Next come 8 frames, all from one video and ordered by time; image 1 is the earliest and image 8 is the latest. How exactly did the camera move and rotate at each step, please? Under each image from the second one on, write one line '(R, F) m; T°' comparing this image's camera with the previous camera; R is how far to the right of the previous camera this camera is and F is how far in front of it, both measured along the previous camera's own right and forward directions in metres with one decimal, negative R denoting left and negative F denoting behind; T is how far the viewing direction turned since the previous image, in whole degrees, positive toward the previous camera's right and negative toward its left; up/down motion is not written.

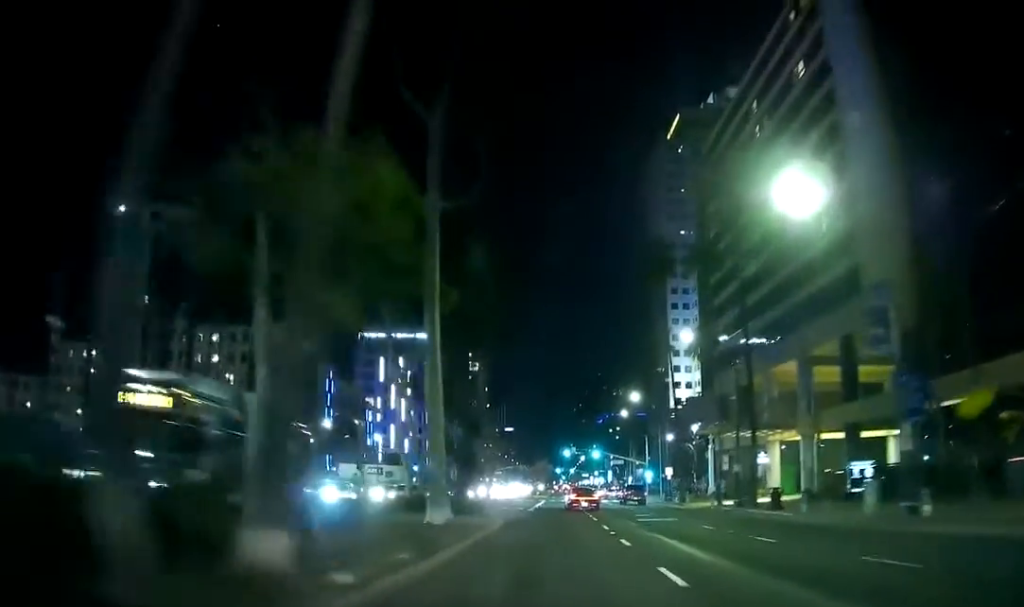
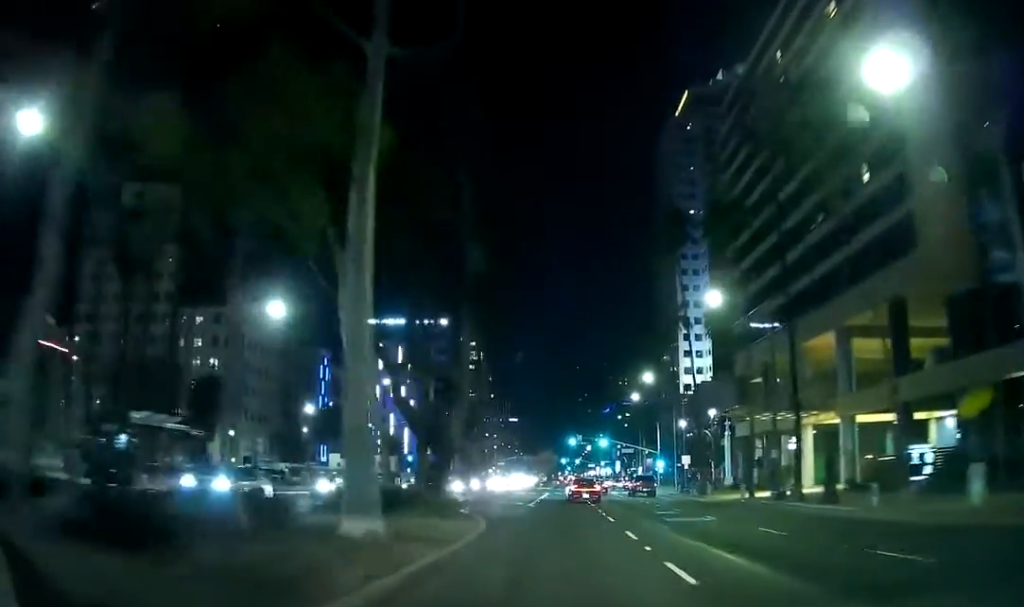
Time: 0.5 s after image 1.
(-0.1, +8.3) m; -1°
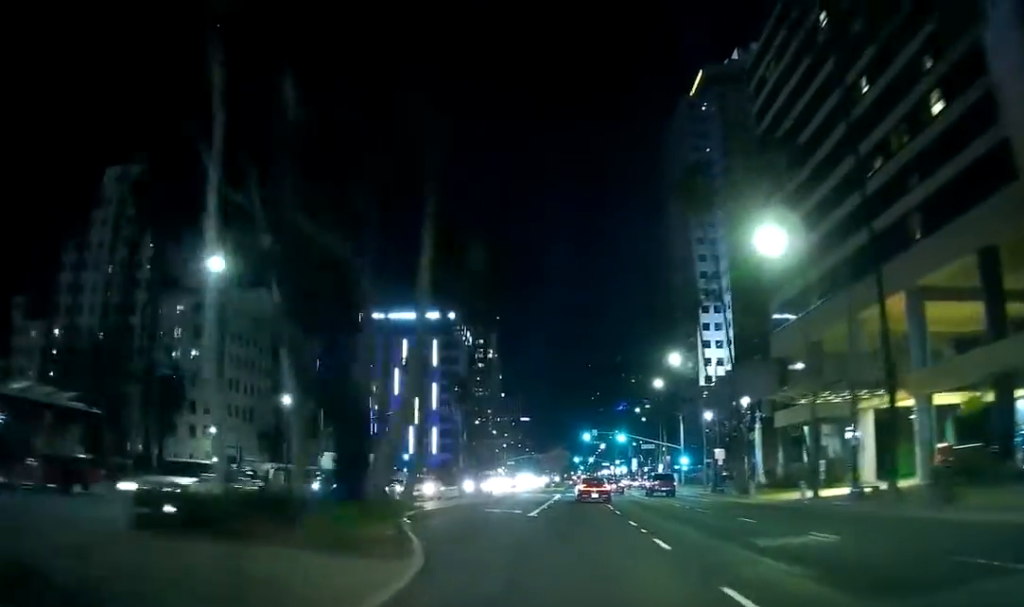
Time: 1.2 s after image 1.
(+0.1, +10.4) m; -1°
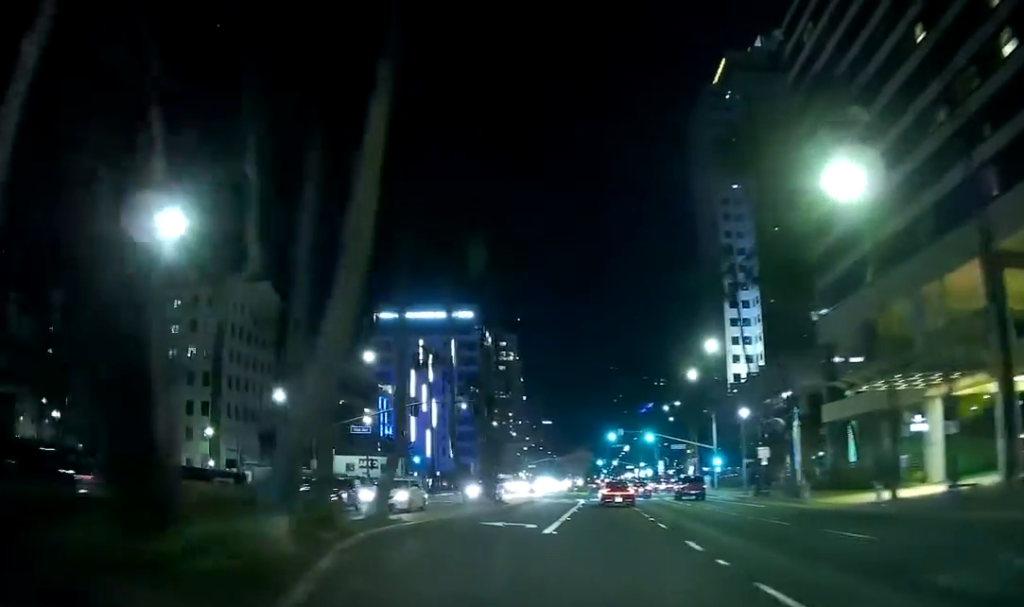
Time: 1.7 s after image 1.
(-0.2, +7.4) m; -1°
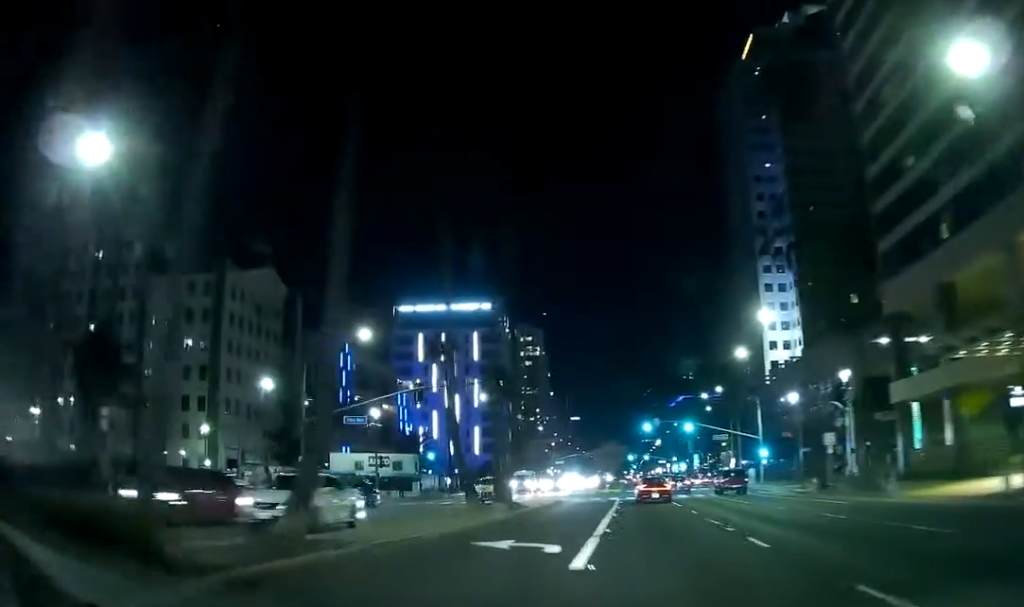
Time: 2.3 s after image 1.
(-0.1, +8.3) m; -1°
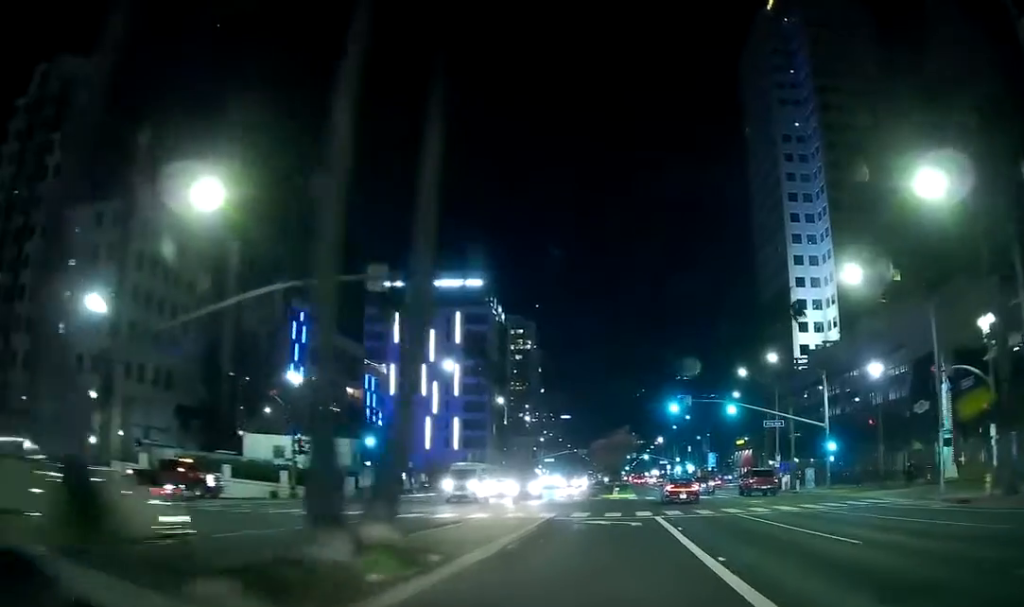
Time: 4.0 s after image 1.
(-0.2, +22.5) m; 0°
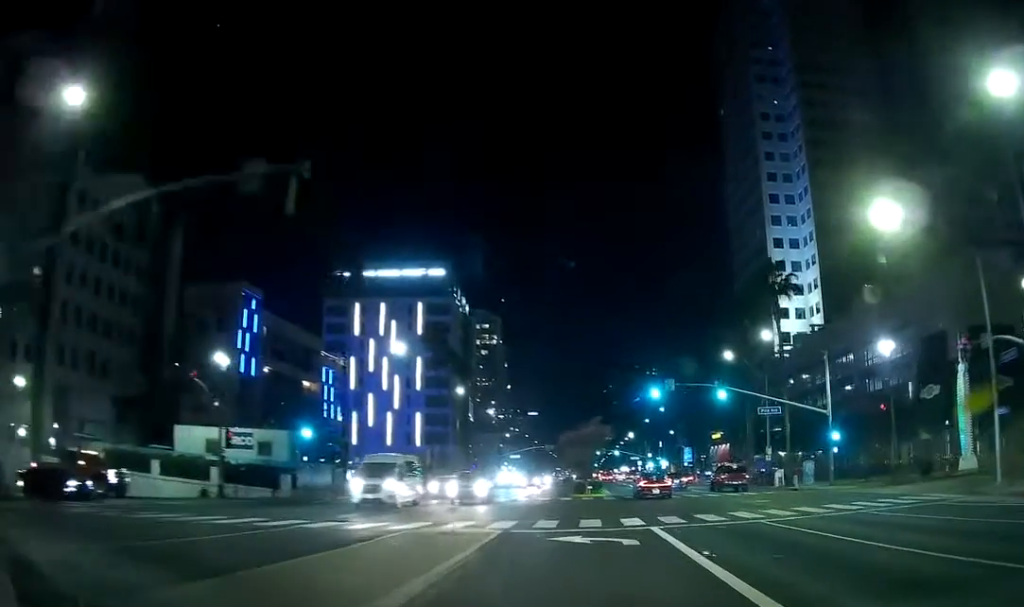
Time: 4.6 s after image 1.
(+0.1, +7.6) m; +3°
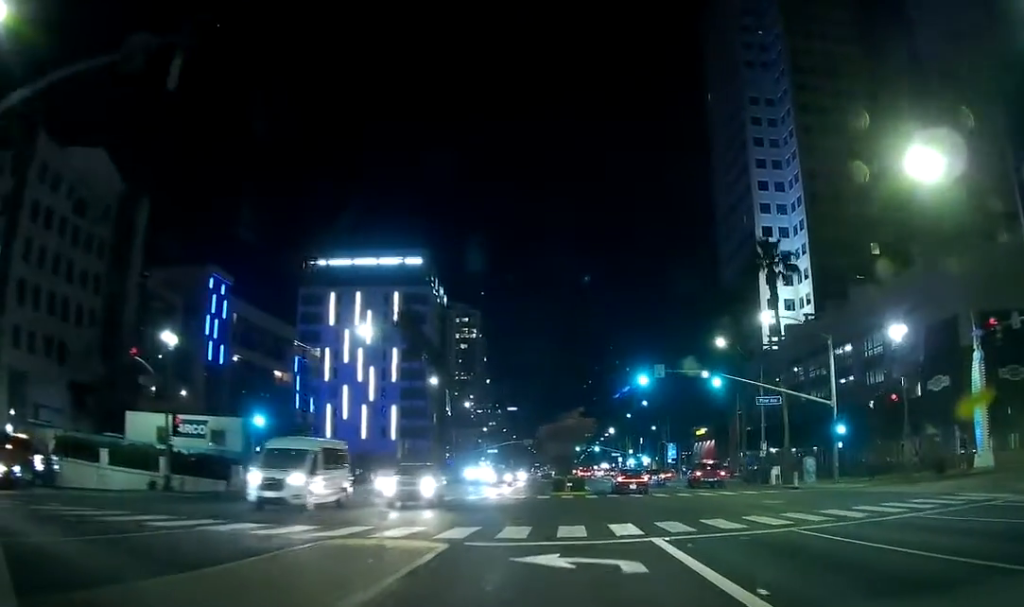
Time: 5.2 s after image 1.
(-0.1, +5.6) m; +3°
